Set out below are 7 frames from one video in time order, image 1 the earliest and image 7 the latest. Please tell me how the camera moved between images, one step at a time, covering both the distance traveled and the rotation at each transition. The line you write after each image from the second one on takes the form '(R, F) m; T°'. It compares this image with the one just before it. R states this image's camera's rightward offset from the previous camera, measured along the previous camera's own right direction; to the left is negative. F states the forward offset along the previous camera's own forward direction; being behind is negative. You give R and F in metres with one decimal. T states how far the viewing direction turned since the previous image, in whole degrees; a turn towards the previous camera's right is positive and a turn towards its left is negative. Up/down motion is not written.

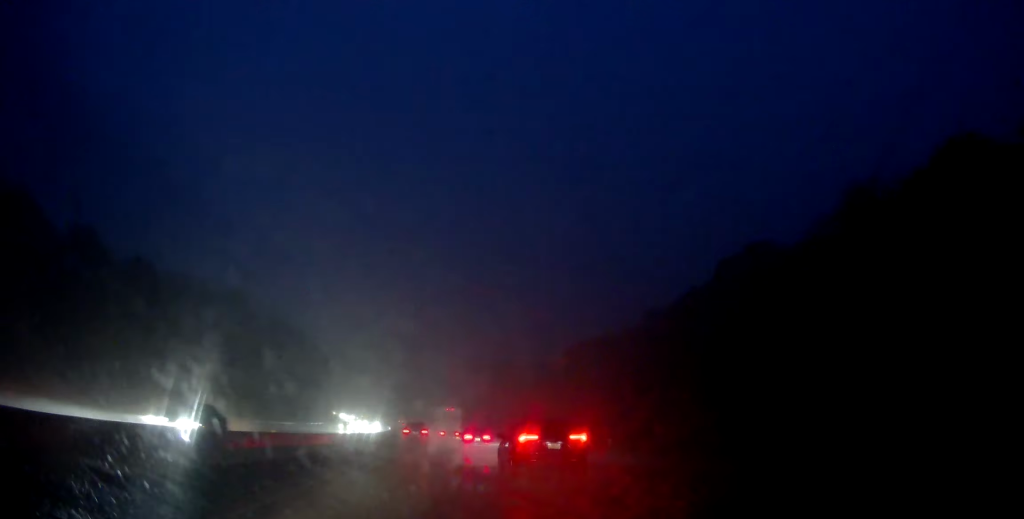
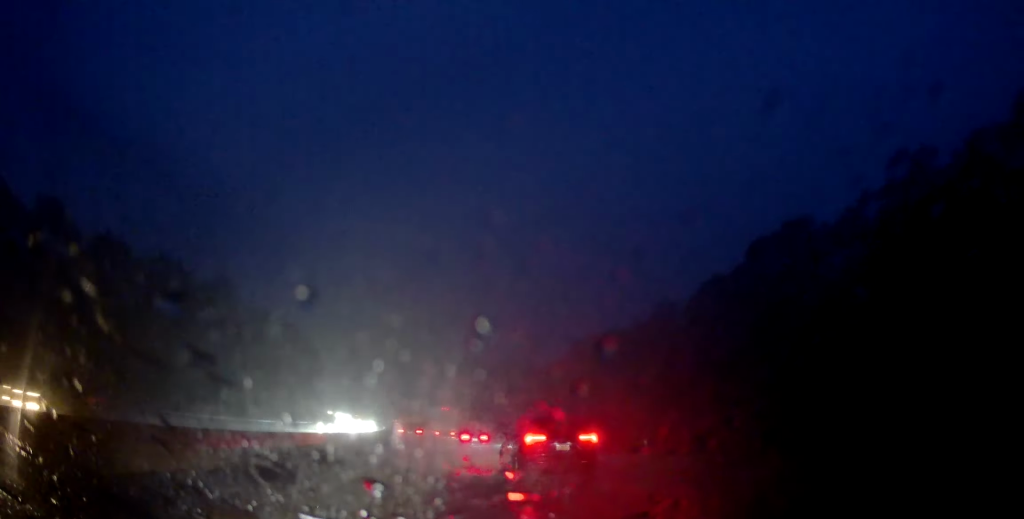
(-0.1, +8.5) m; +1°
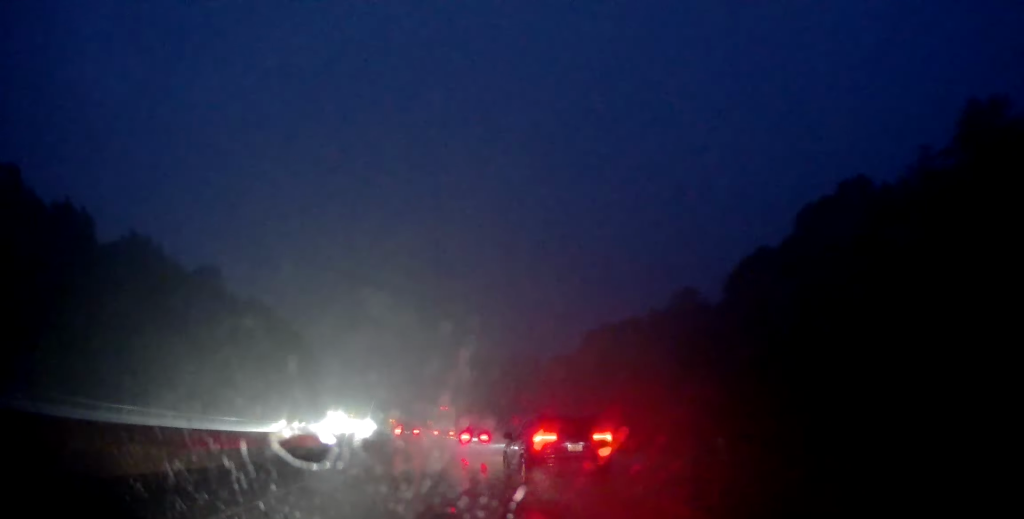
(+0.2, +10.5) m; 0°
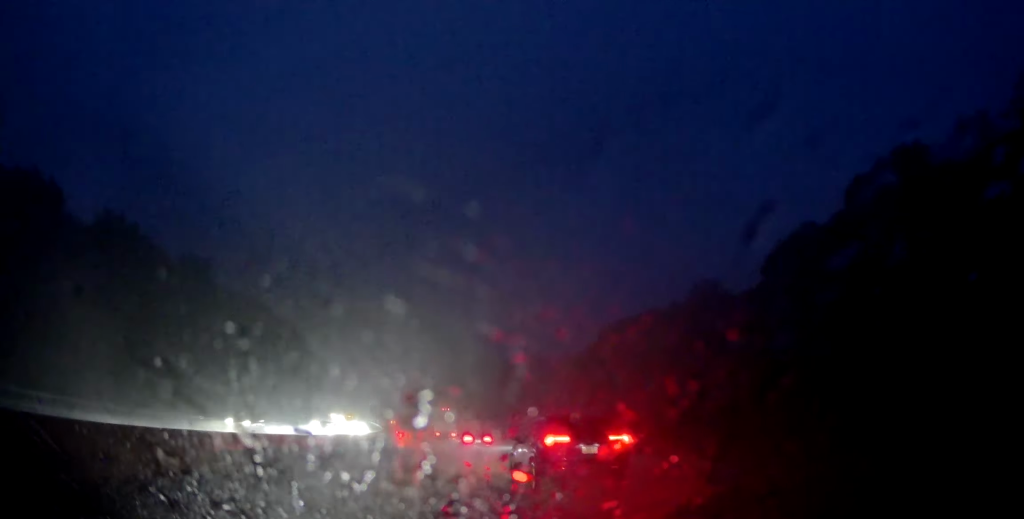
(+0.2, +8.0) m; 0°
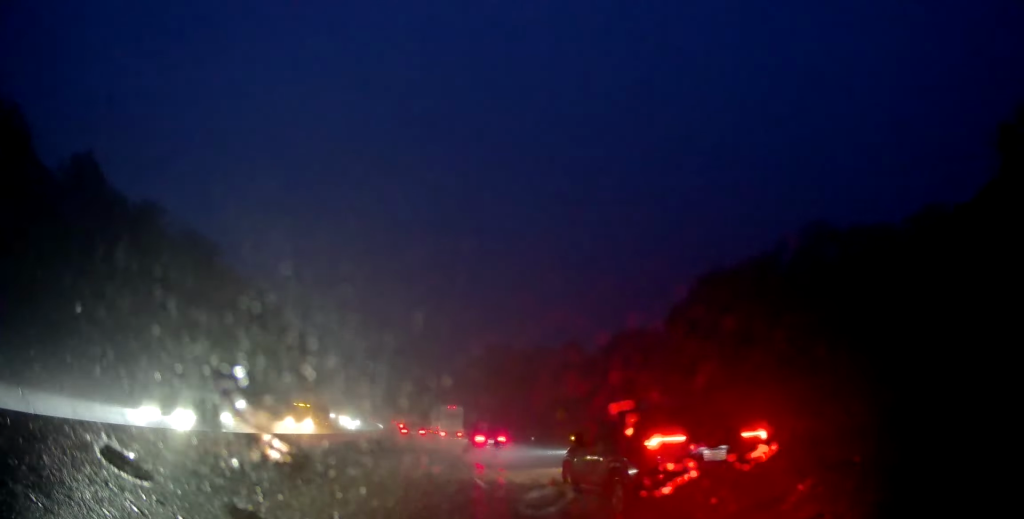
(-1.6, +31.9) m; -3°
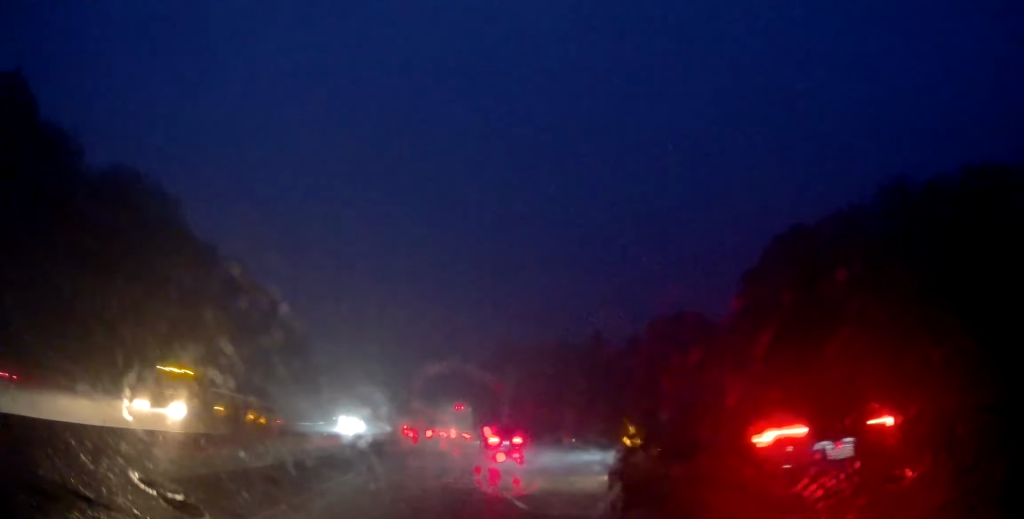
(+0.1, +15.0) m; +1°
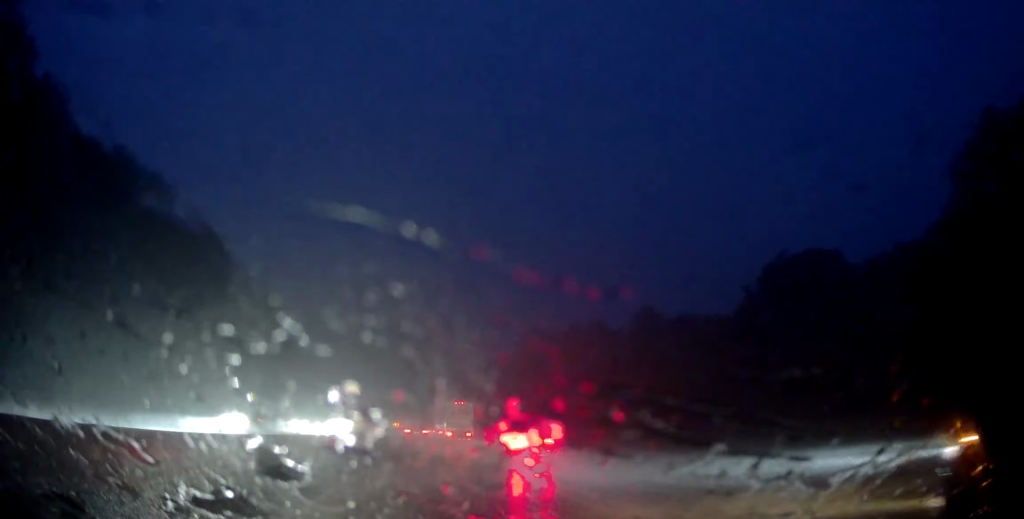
(+0.5, +33.1) m; 0°
